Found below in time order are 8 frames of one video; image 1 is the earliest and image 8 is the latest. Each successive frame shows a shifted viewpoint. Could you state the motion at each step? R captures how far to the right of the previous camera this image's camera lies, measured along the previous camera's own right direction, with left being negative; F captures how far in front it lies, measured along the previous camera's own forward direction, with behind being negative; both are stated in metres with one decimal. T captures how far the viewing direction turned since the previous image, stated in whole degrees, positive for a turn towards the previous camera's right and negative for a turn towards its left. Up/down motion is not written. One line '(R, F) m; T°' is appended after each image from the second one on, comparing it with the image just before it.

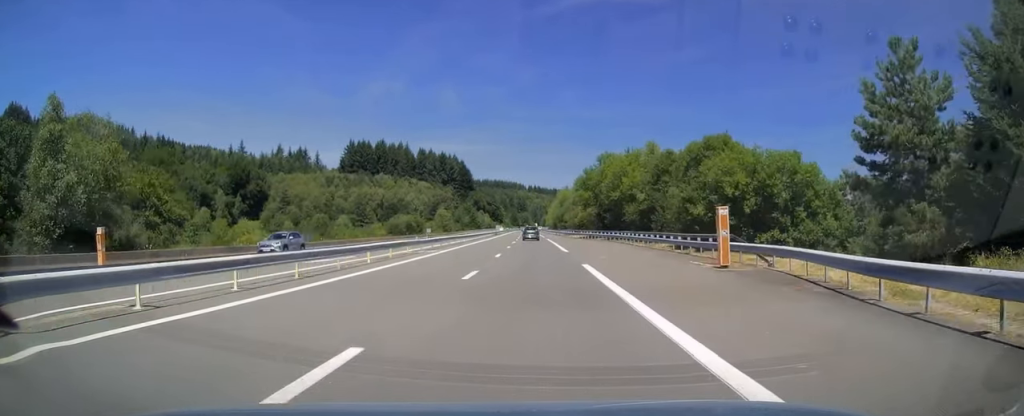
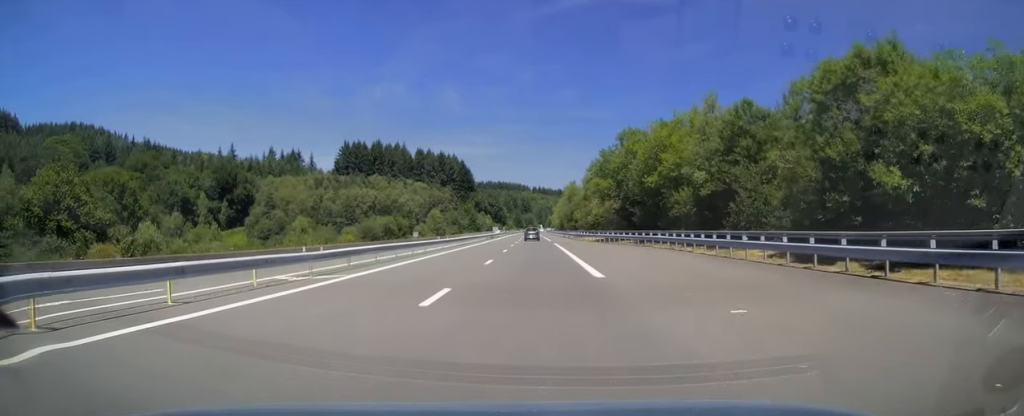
(-0.1, +18.8) m; 0°
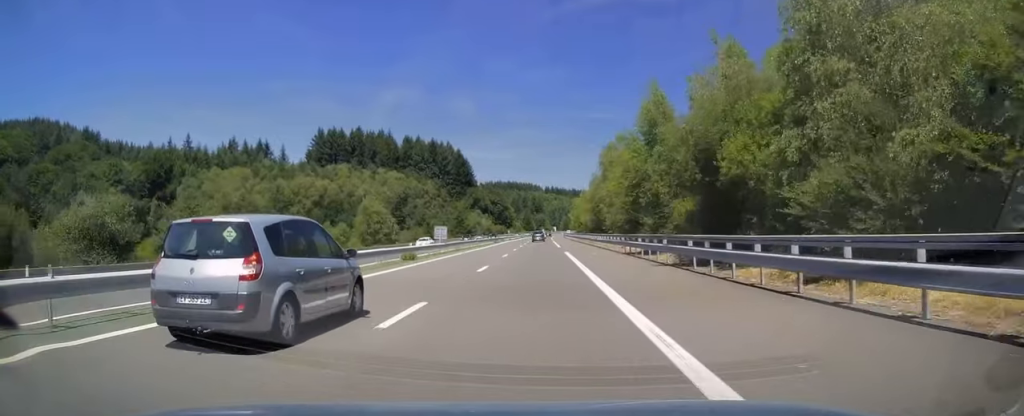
(-0.8, +67.7) m; -1°
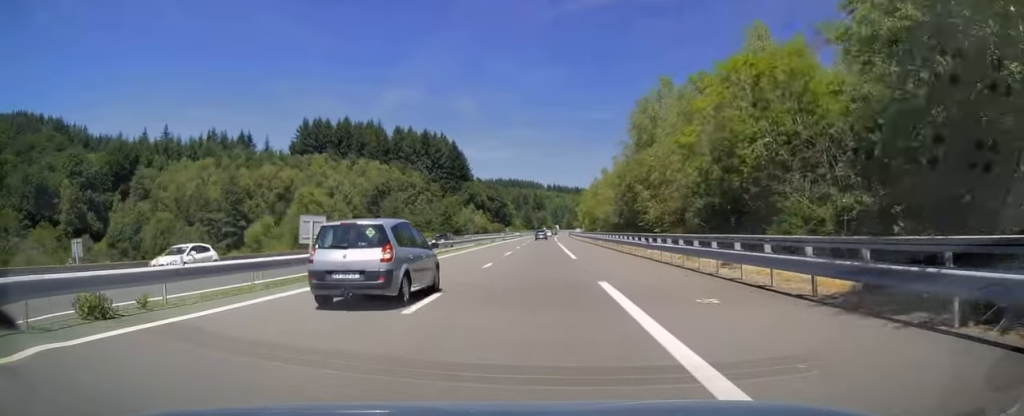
(0.0, +24.7) m; 0°
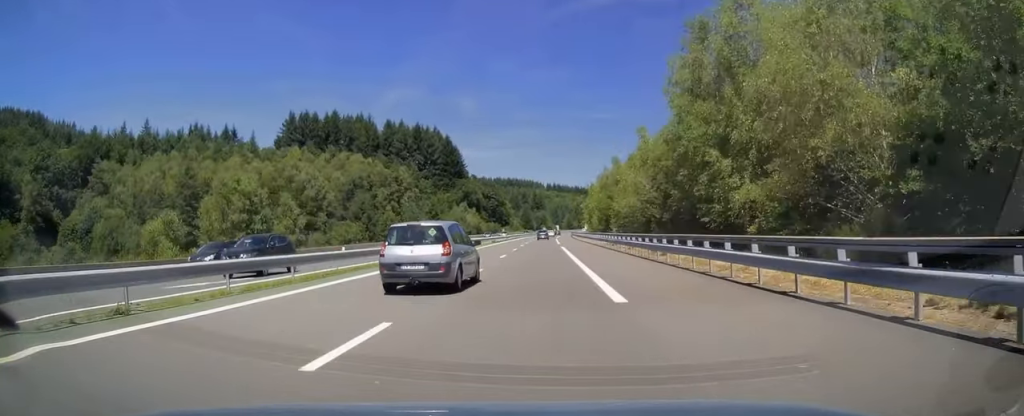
(0.0, +17.3) m; 0°
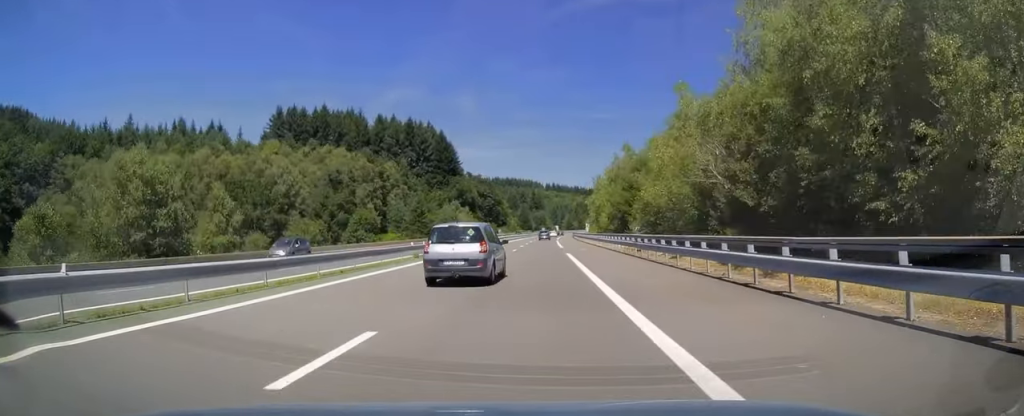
(0.0, +13.9) m; 0°
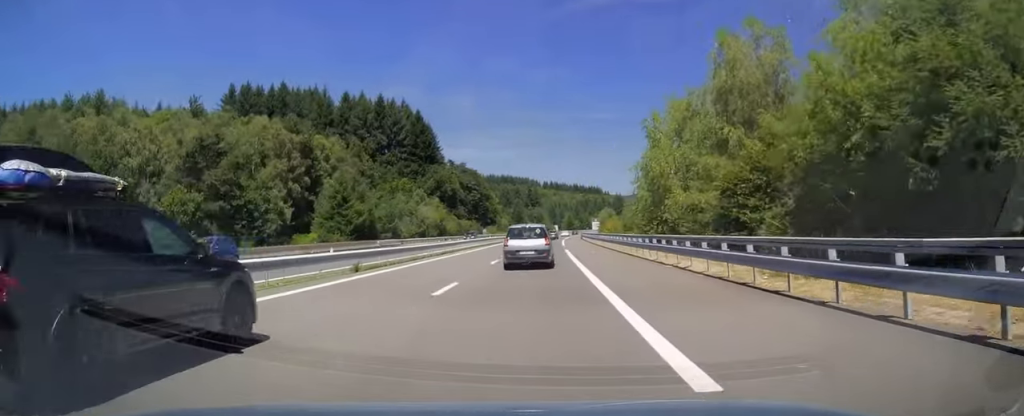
(+0.1, +44.0) m; 0°
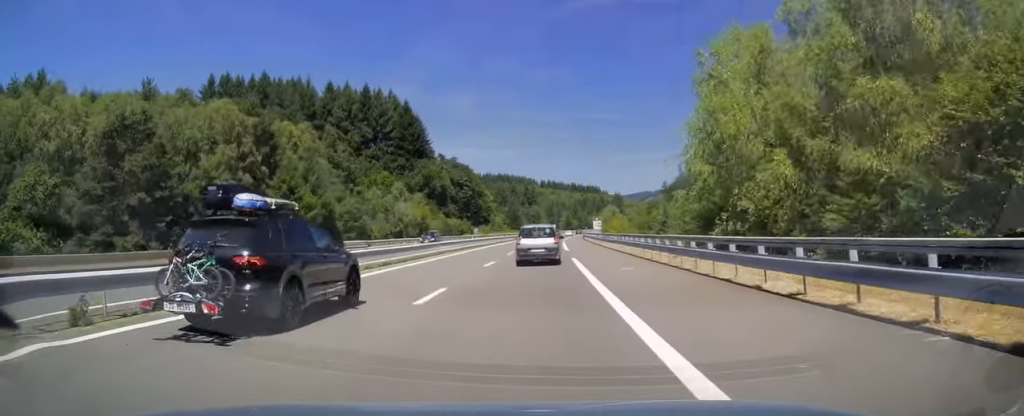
(0.0, +14.9) m; 0°
